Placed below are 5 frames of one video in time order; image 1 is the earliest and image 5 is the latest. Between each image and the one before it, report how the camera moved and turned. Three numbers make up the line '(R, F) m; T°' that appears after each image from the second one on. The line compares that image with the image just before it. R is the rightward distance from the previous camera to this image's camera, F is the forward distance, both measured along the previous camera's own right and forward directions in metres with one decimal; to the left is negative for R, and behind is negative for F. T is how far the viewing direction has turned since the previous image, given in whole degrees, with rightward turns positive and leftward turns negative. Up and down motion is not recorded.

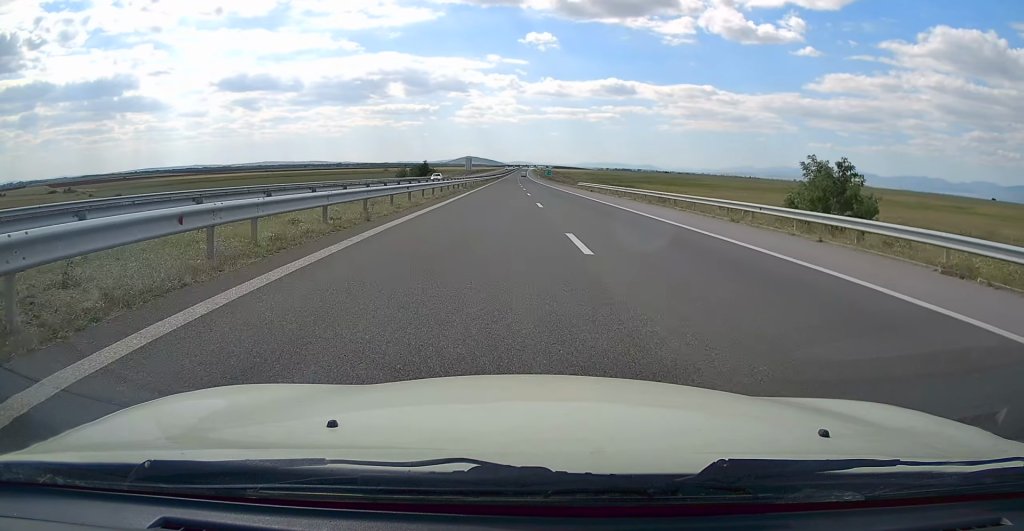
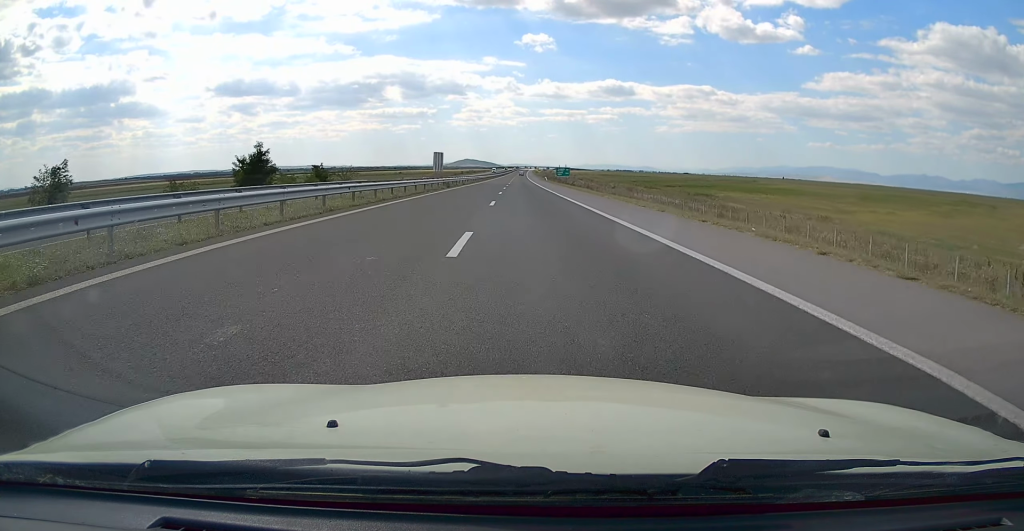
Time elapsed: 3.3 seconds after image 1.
(+1.1, +96.9) m; 0°
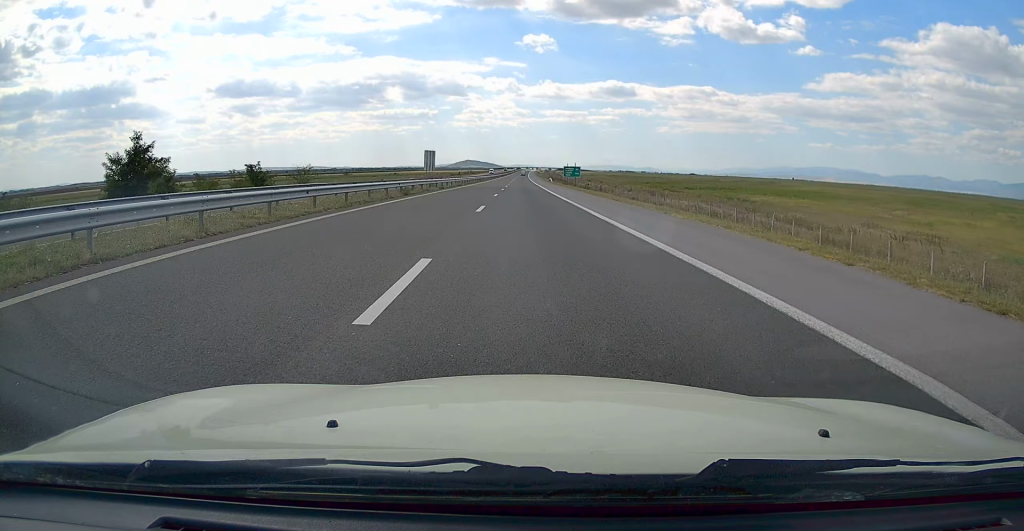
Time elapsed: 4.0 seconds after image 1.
(-0.1, +20.2) m; 0°
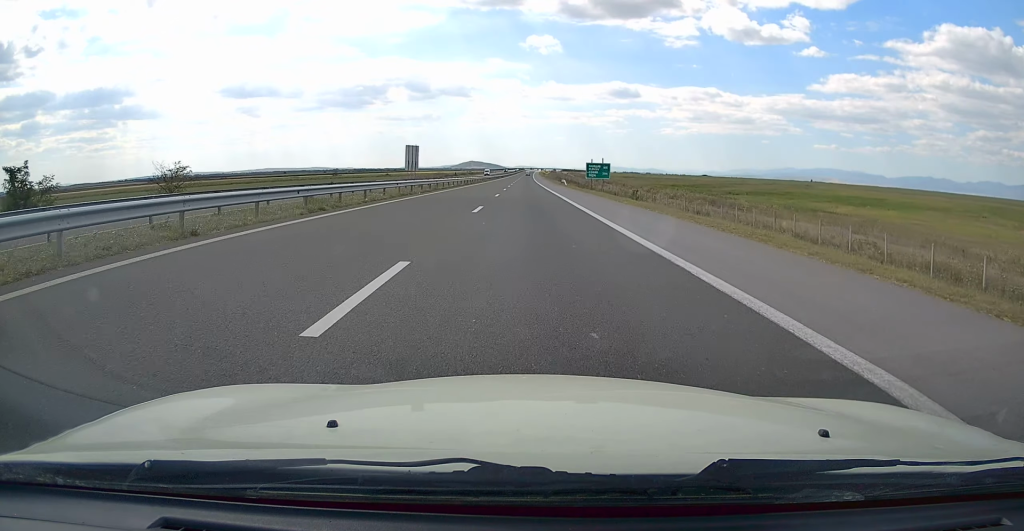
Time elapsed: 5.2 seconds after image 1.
(0.0, +32.6) m; 0°
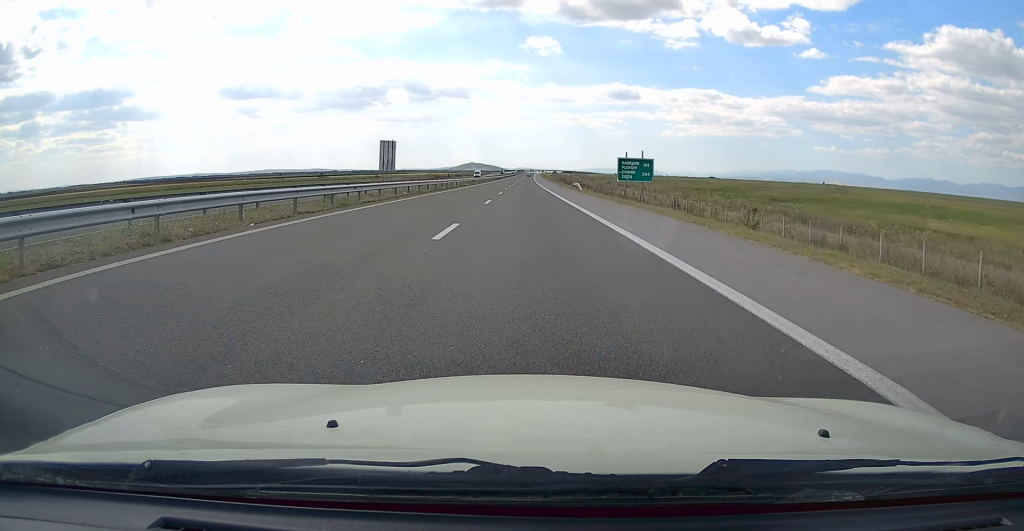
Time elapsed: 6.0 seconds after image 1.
(0.0, +24.8) m; 0°
